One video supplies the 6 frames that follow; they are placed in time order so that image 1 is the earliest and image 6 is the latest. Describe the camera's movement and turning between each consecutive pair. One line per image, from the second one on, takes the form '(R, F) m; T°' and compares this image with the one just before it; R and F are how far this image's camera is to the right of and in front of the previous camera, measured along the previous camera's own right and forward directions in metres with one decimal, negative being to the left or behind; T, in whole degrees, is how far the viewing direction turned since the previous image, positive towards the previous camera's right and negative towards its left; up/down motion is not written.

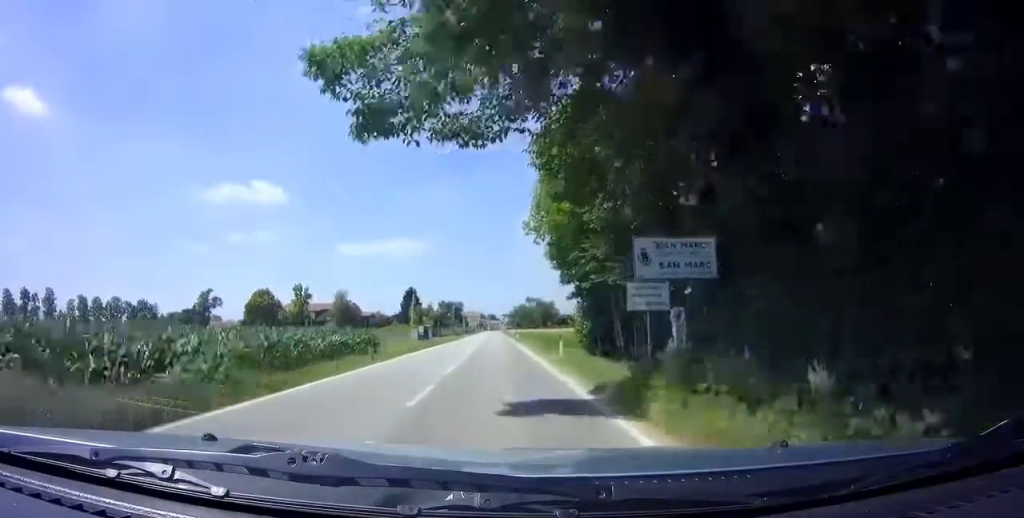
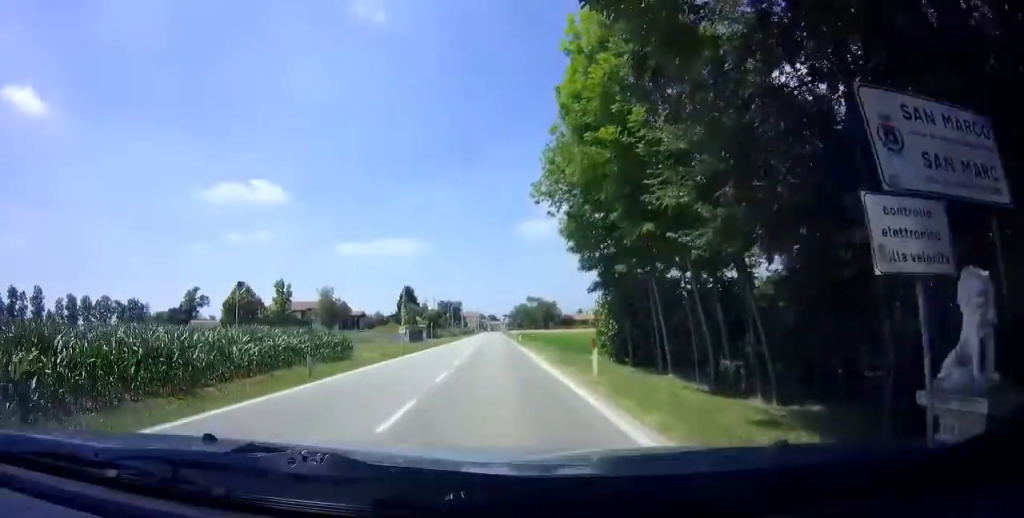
(-0.1, +7.2) m; 0°
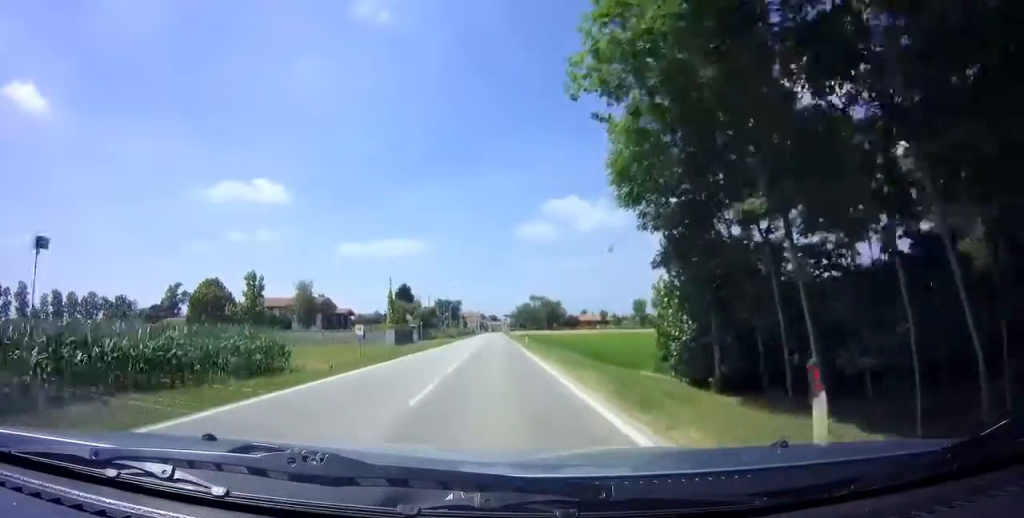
(-0.2, +9.8) m; 0°
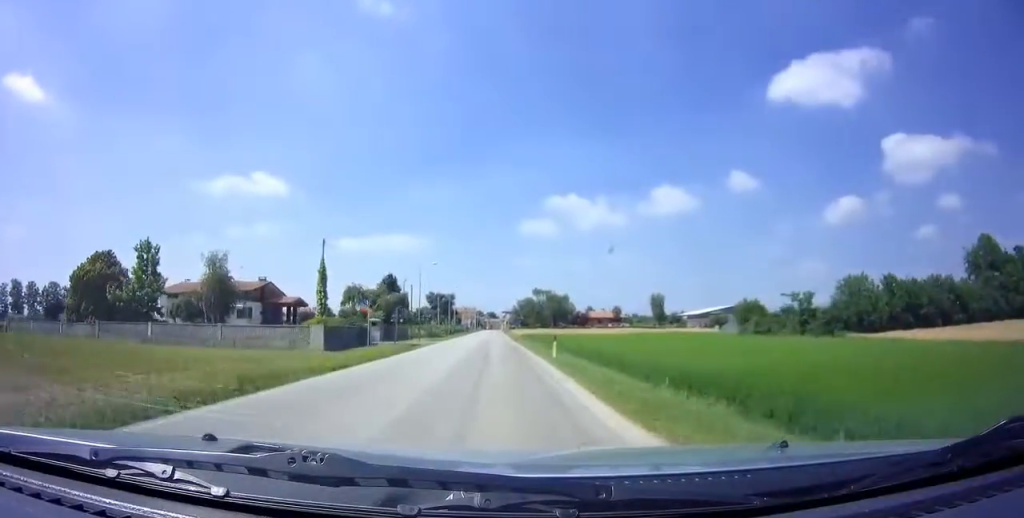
(+0.2, +22.6) m; 0°
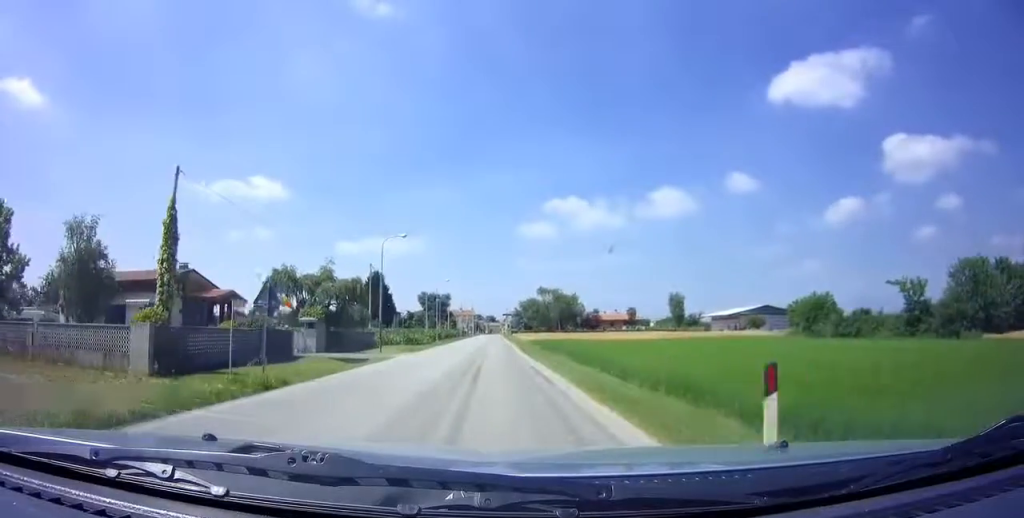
(-0.2, +17.5) m; 0°
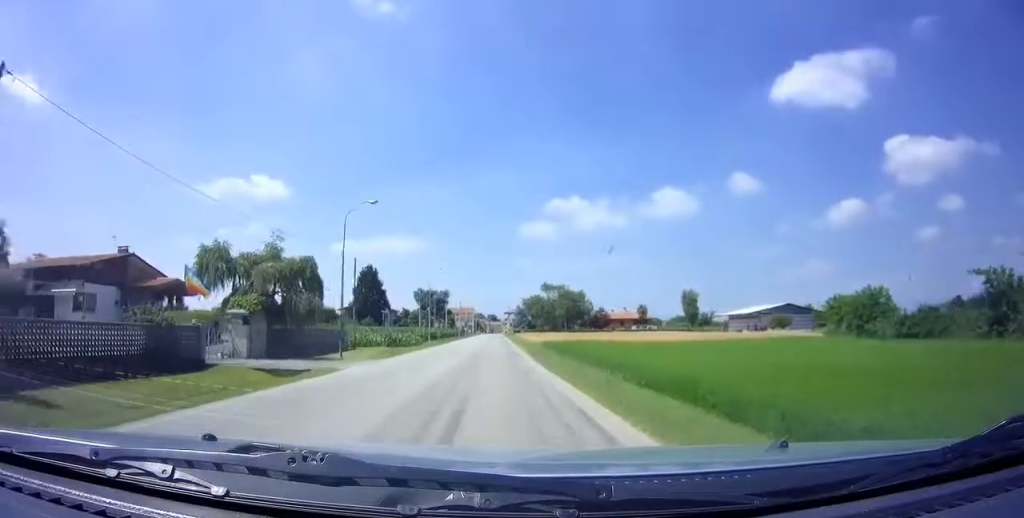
(0.0, +9.4) m; 0°
